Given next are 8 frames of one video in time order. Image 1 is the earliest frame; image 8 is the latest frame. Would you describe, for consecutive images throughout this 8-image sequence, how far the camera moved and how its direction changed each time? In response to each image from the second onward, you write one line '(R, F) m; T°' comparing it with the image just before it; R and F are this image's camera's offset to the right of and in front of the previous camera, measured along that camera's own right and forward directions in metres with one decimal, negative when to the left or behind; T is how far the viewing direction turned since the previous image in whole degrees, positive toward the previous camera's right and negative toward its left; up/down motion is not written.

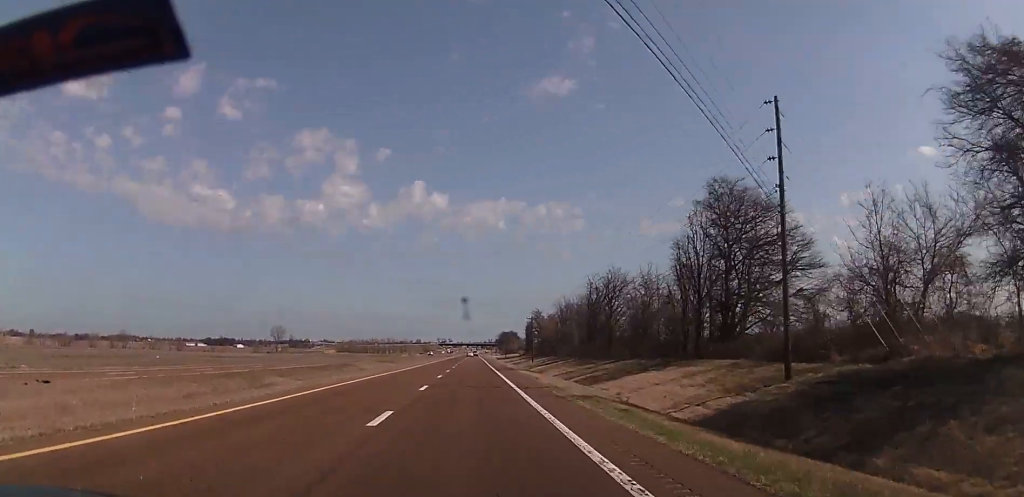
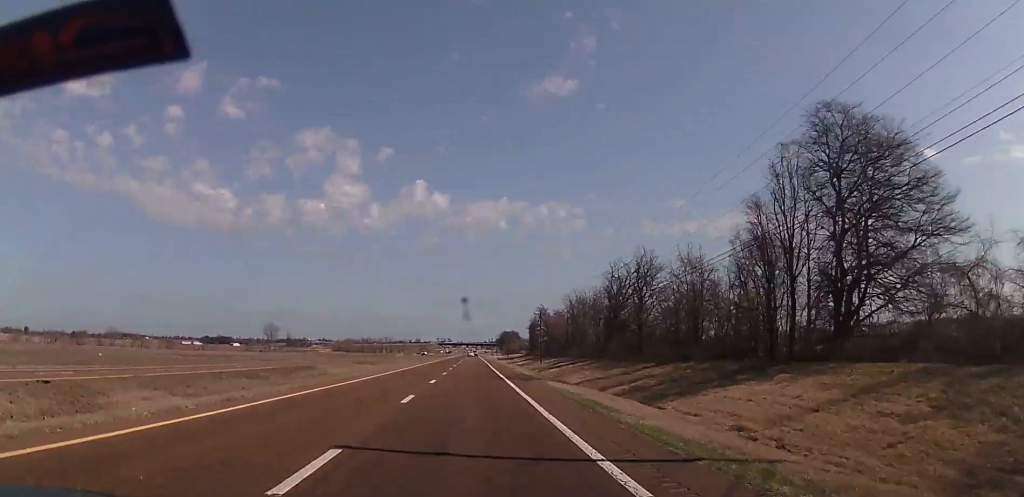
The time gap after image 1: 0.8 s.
(0.0, +18.5) m; 0°
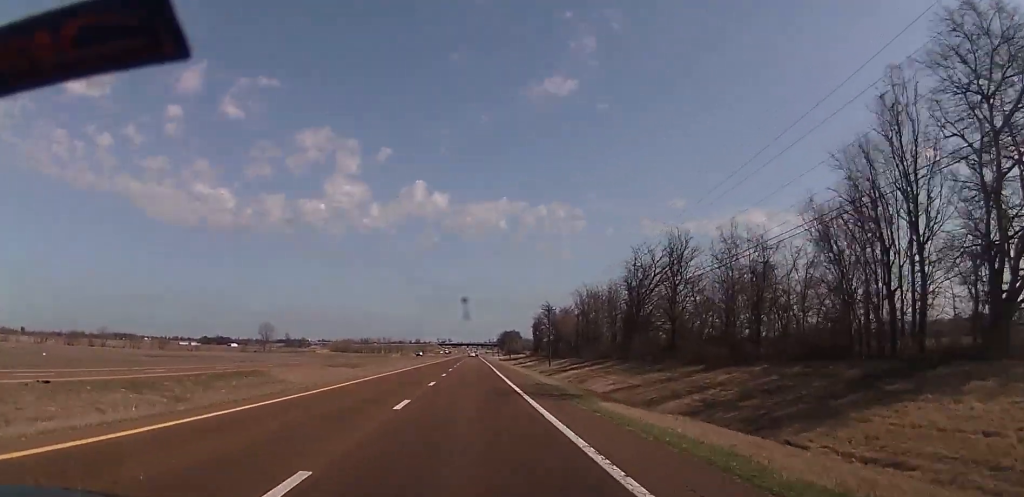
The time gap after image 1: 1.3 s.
(-0.2, +14.0) m; 0°
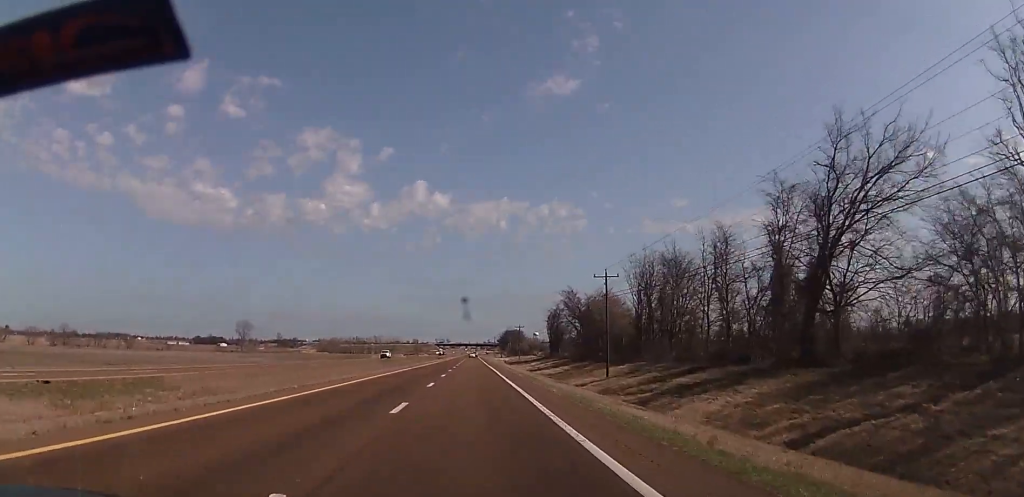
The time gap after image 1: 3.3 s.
(+0.2, +50.0) m; +1°
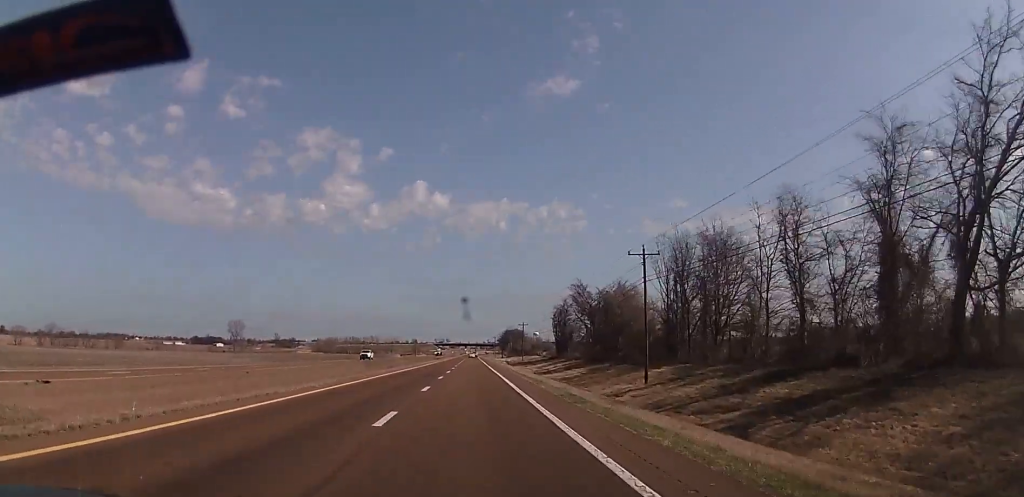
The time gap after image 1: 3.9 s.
(+0.1, +14.7) m; 0°
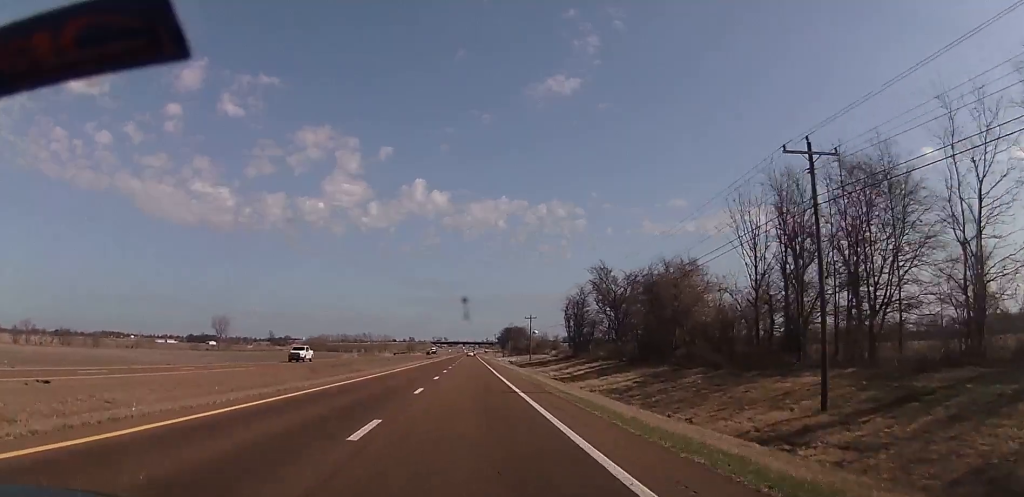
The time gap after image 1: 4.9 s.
(+0.3, +26.3) m; 0°
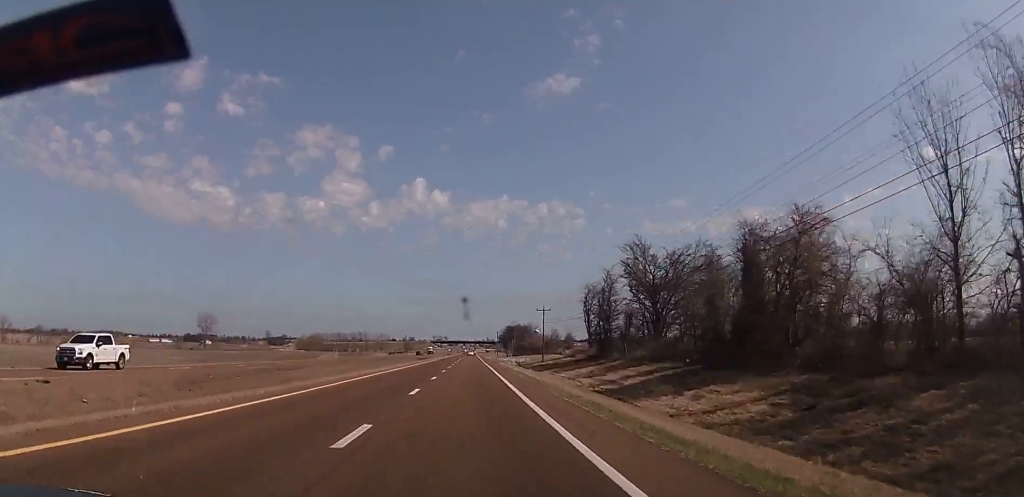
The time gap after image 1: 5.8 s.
(-0.5, +25.1) m; -1°
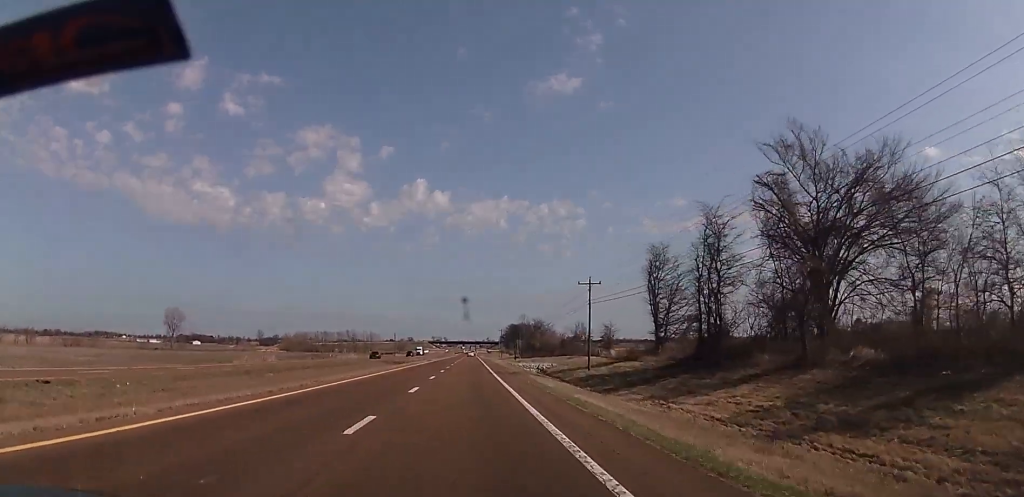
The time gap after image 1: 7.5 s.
(-0.2, +47.1) m; -1°
